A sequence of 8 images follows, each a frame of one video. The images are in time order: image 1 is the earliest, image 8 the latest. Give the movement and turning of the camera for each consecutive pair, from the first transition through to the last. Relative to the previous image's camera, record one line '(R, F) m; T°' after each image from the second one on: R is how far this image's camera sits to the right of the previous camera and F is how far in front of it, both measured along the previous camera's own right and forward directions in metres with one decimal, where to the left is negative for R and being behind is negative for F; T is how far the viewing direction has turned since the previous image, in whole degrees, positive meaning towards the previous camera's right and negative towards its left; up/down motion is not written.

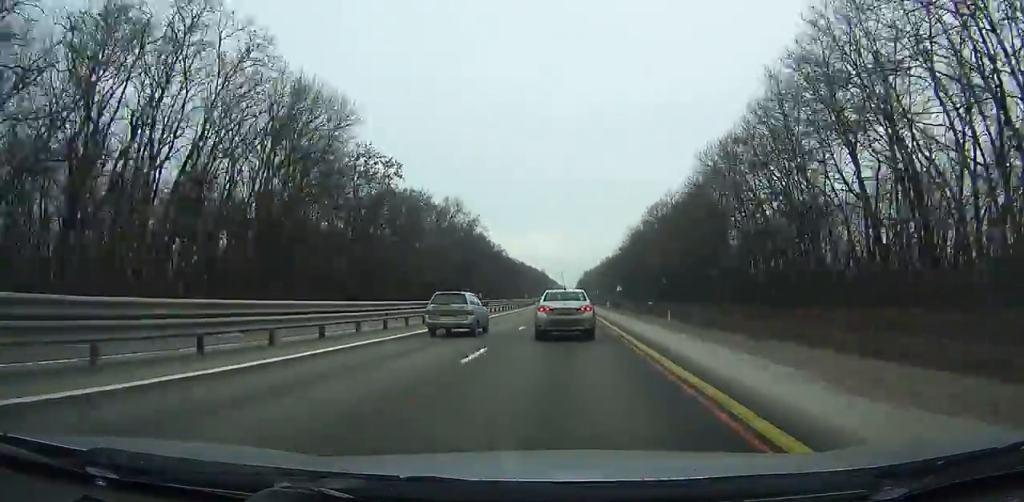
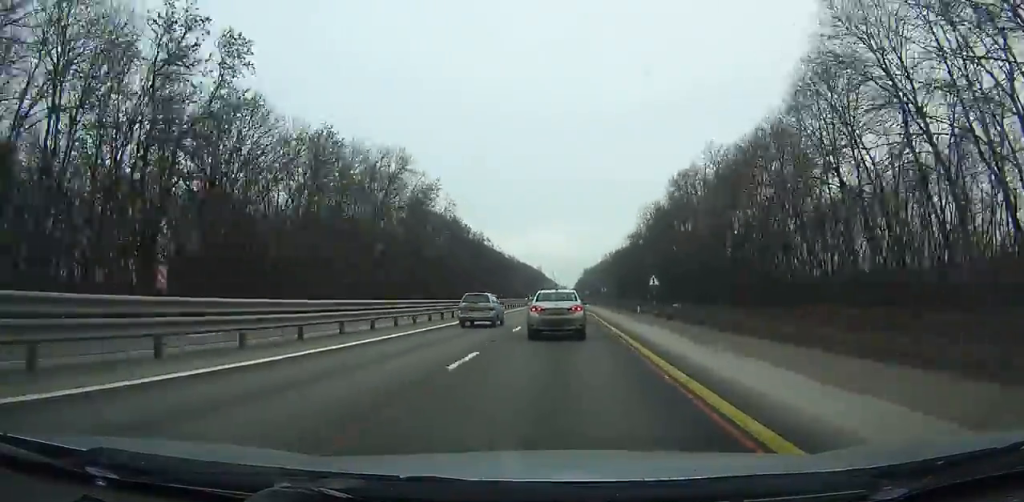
(0.0, +37.2) m; 0°
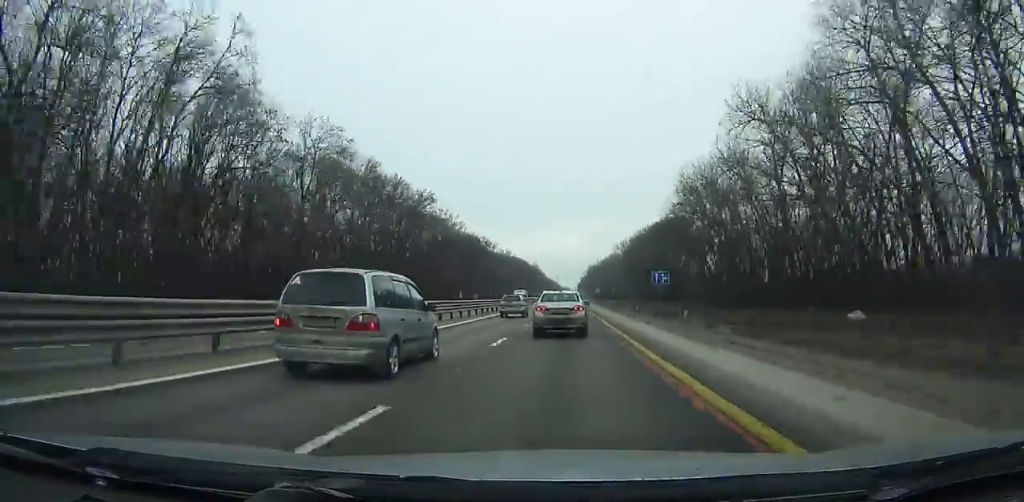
(-0.2, +67.2) m; 0°
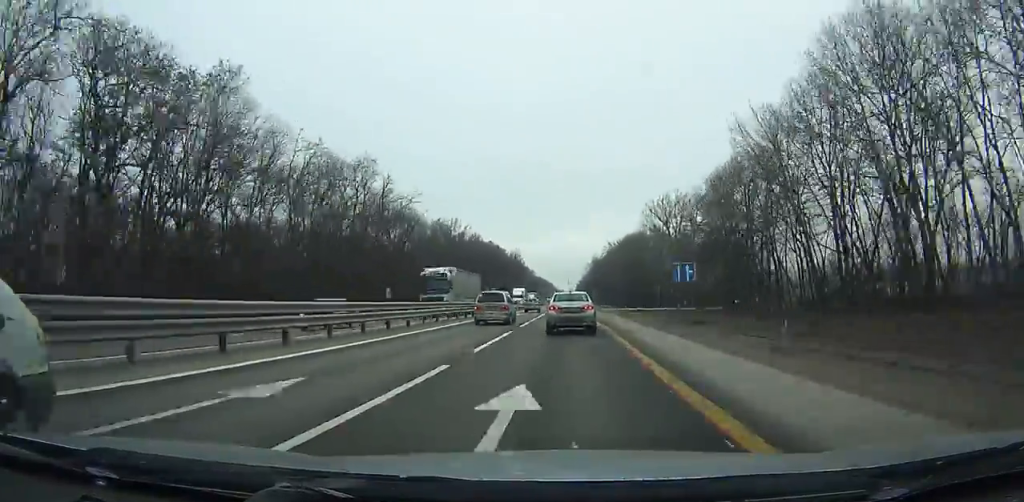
(+0.4, +110.5) m; 0°
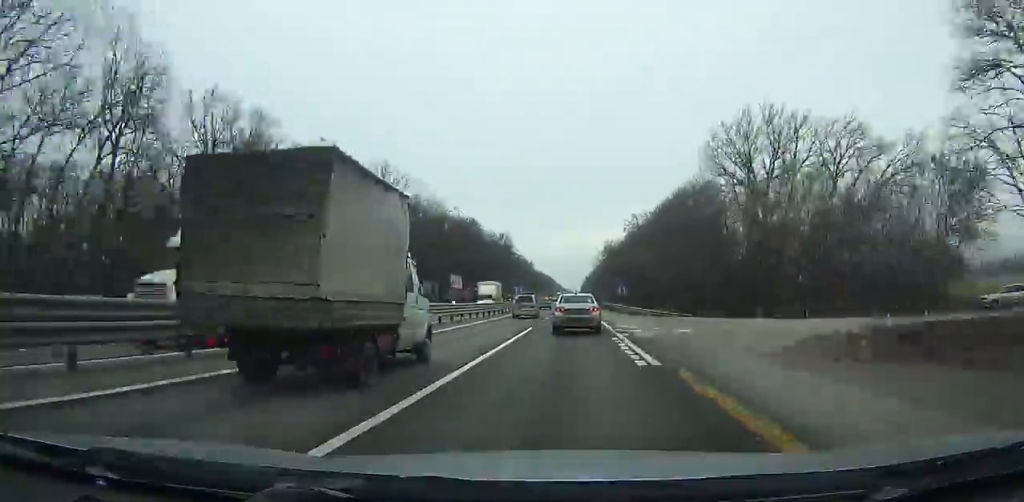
(+0.2, +59.1) m; 0°
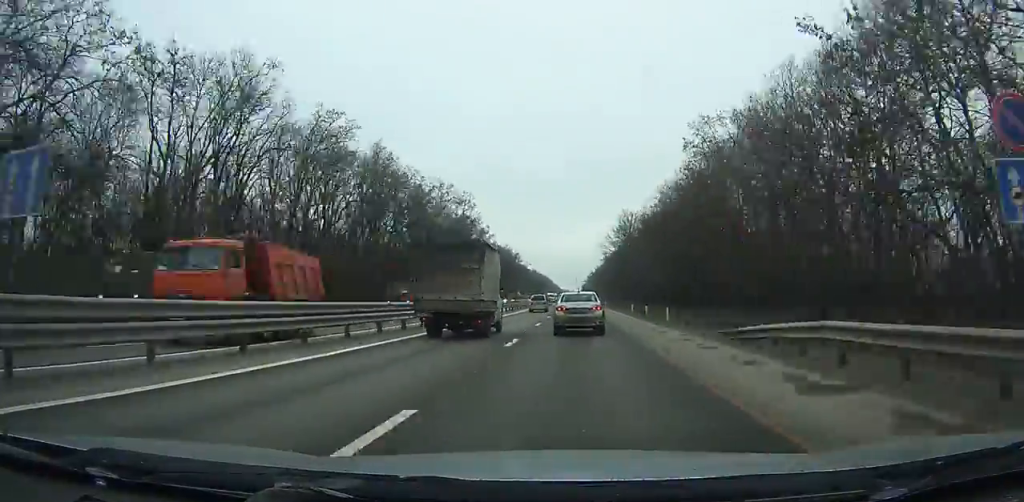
(+0.1, +69.4) m; 0°
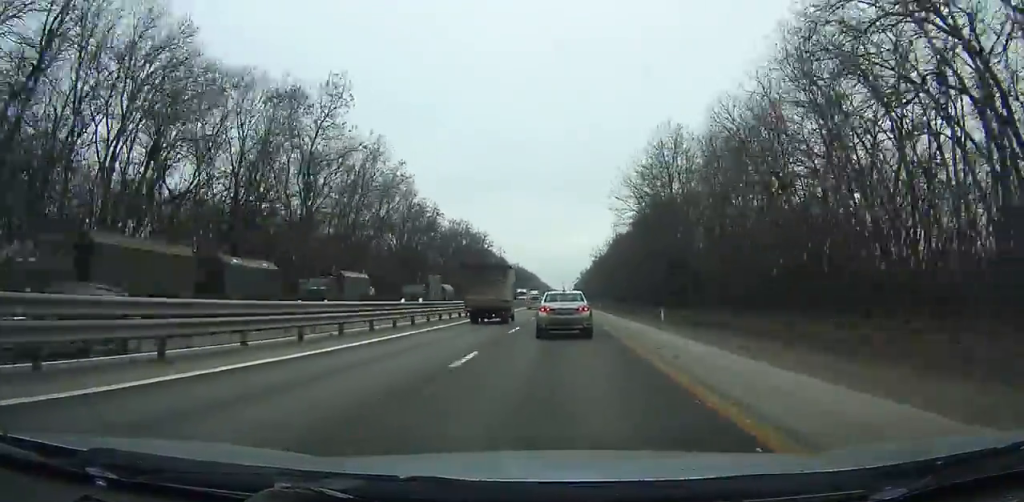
(0.0, +63.3) m; 0°
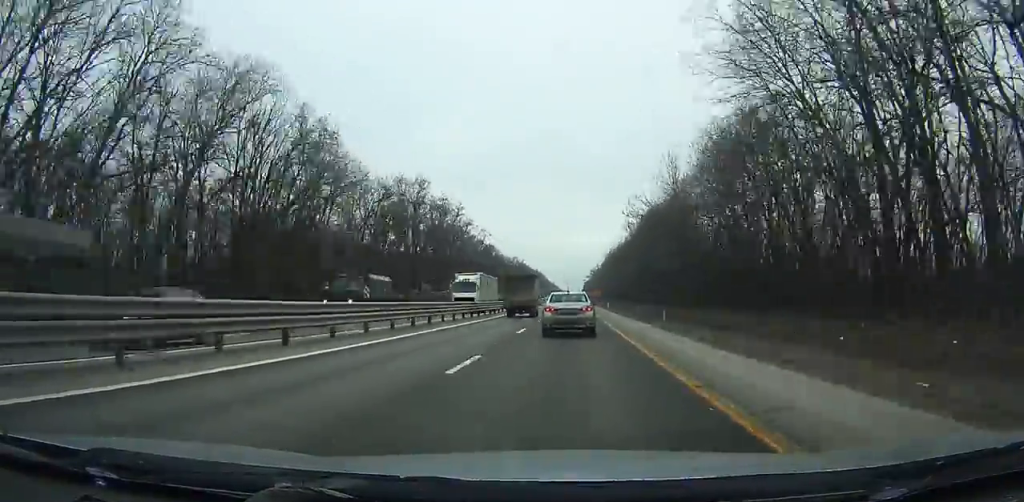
(0.0, +49.1) m; 0°
